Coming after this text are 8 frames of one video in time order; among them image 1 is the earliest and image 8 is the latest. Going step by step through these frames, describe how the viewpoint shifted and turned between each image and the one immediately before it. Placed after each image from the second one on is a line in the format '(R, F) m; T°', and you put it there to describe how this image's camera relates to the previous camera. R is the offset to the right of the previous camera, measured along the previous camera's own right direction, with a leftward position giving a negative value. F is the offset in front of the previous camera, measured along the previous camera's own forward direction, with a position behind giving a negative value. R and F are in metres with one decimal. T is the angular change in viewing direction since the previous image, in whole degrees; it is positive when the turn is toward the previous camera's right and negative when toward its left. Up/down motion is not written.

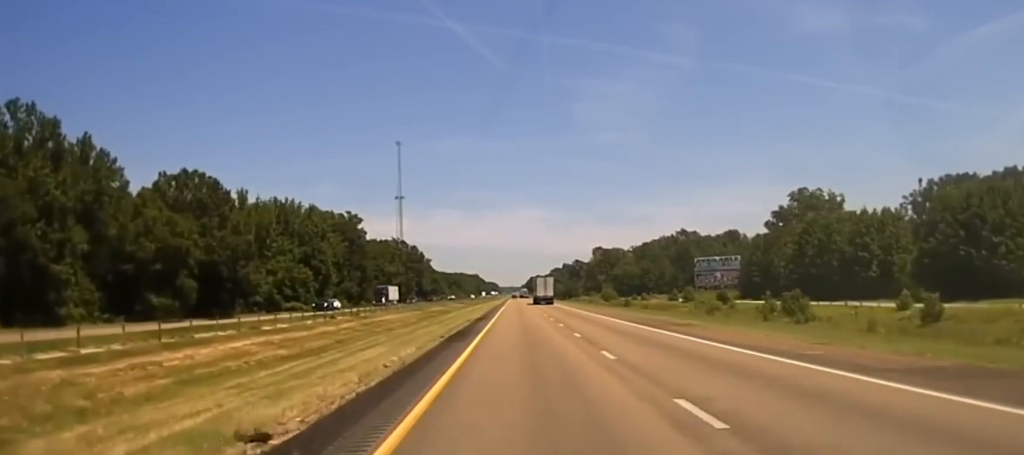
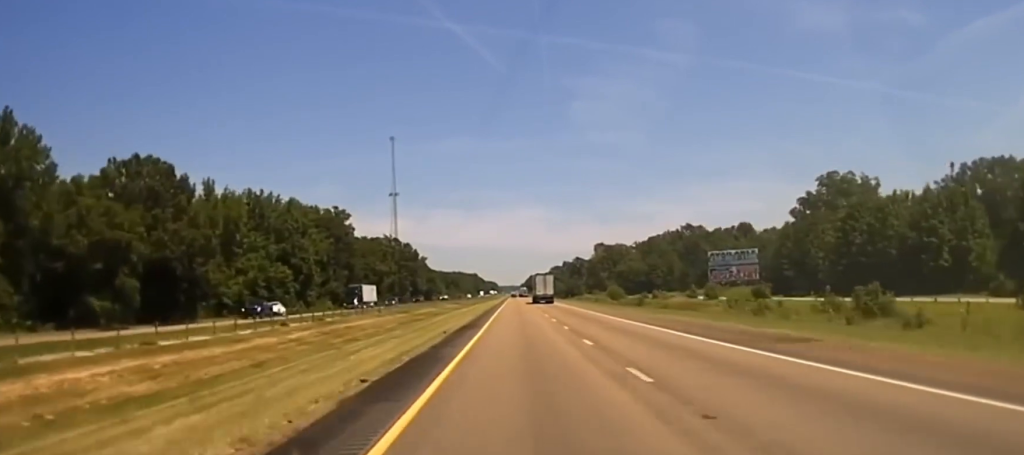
(0.0, +19.9) m; 0°
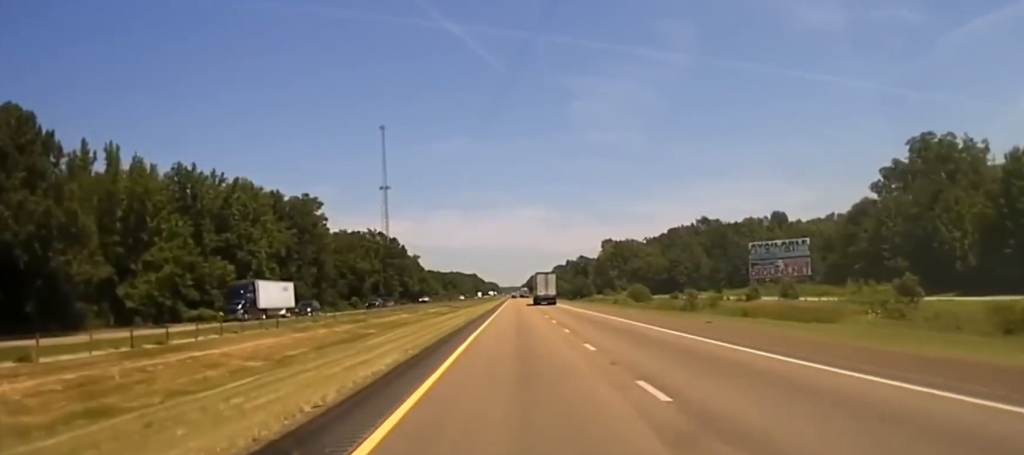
(0.0, +38.8) m; 0°
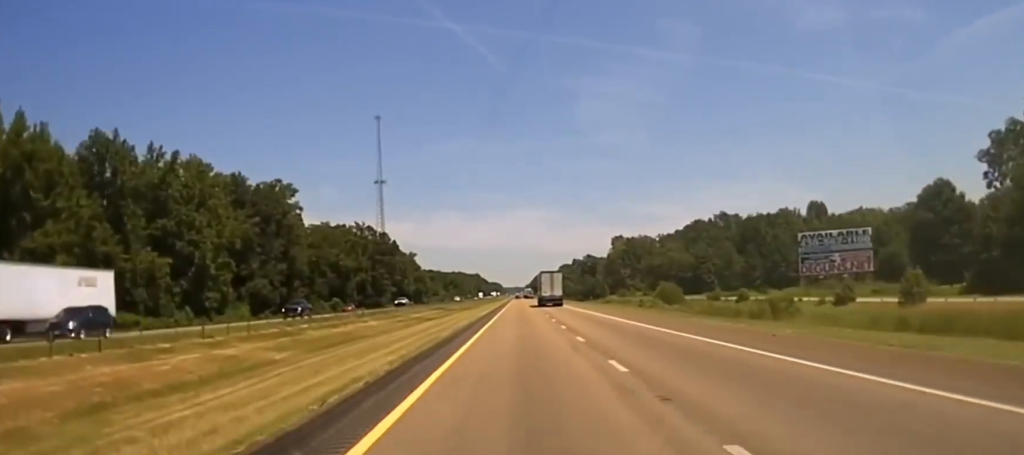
(-0.1, +27.9) m; 0°
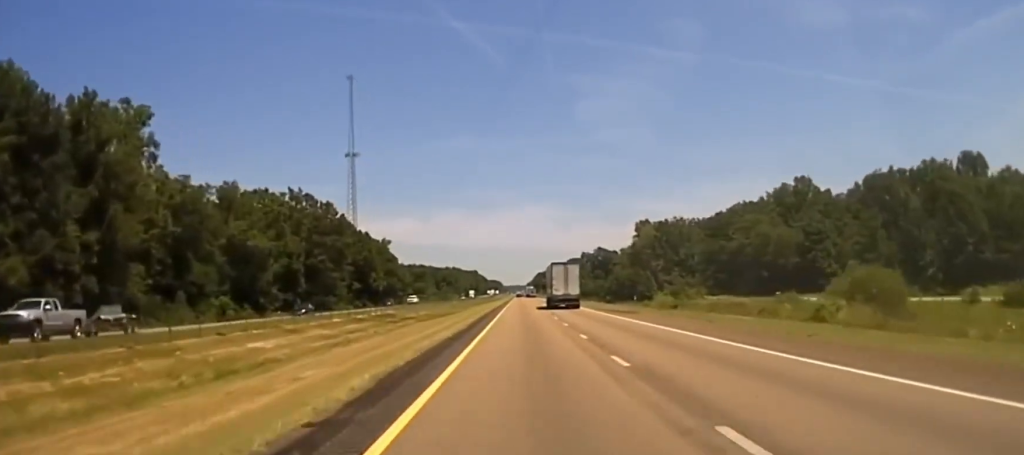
(-0.1, +67.4) m; 0°
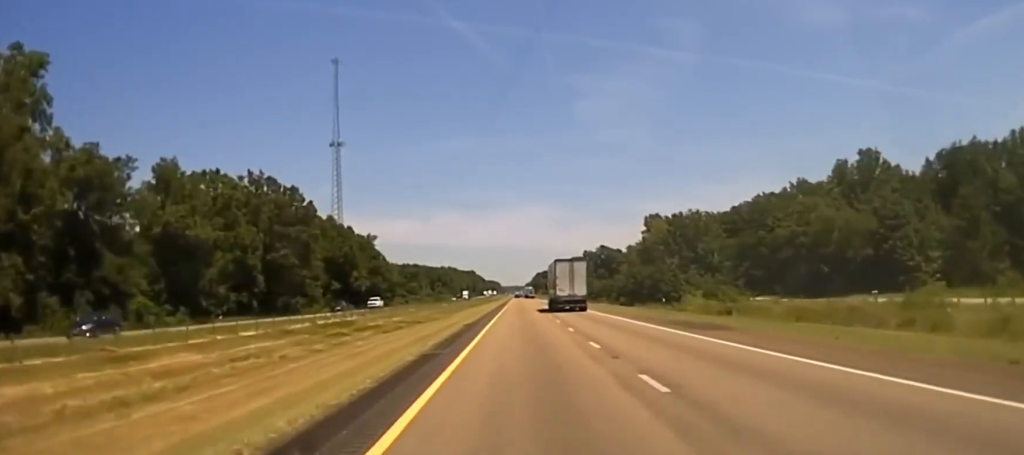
(+0.1, +24.9) m; 0°
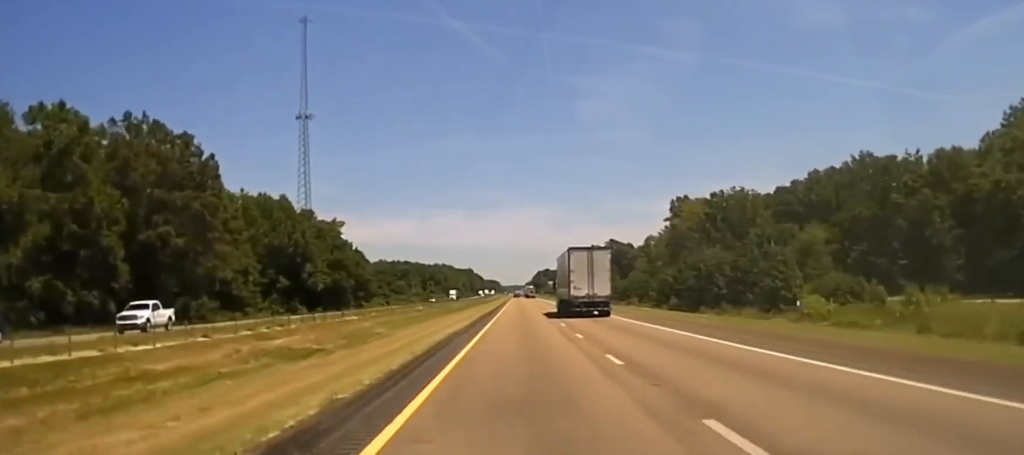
(-0.1, +58.3) m; 0°
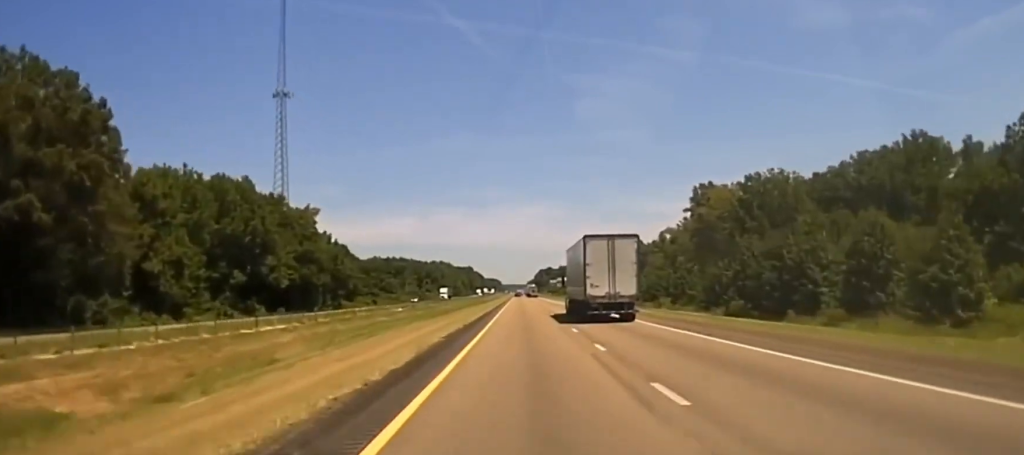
(-0.1, +40.1) m; 0°
